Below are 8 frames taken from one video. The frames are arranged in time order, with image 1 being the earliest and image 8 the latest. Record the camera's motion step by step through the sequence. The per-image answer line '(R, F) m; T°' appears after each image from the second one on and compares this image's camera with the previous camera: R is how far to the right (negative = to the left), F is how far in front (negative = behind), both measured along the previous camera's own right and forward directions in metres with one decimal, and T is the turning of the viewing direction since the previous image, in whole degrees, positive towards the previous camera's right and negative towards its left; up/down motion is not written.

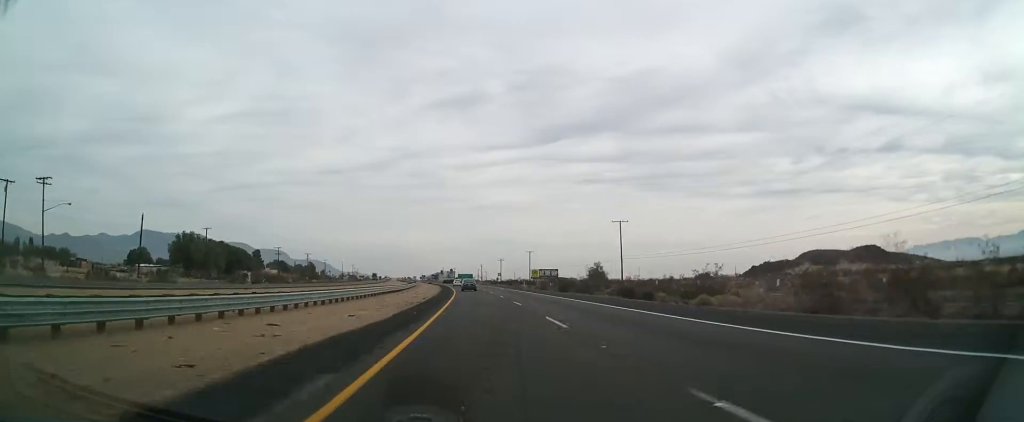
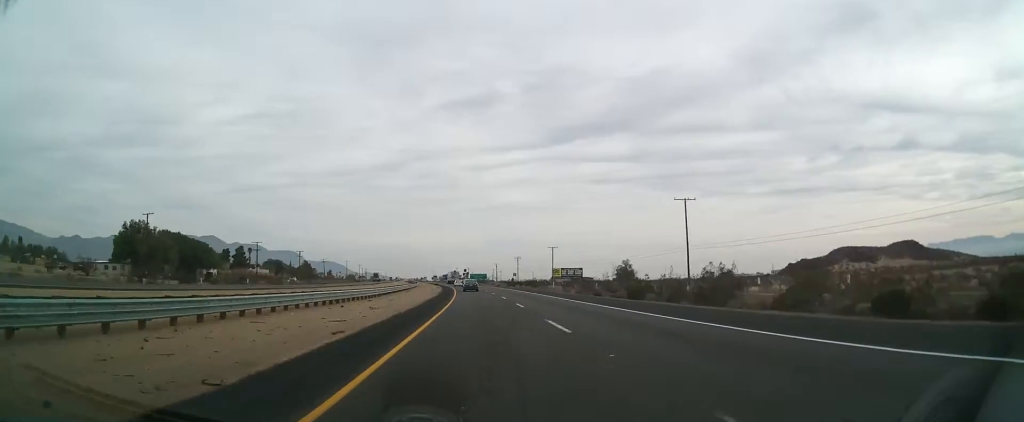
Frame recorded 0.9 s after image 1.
(-0.1, +30.4) m; -1°
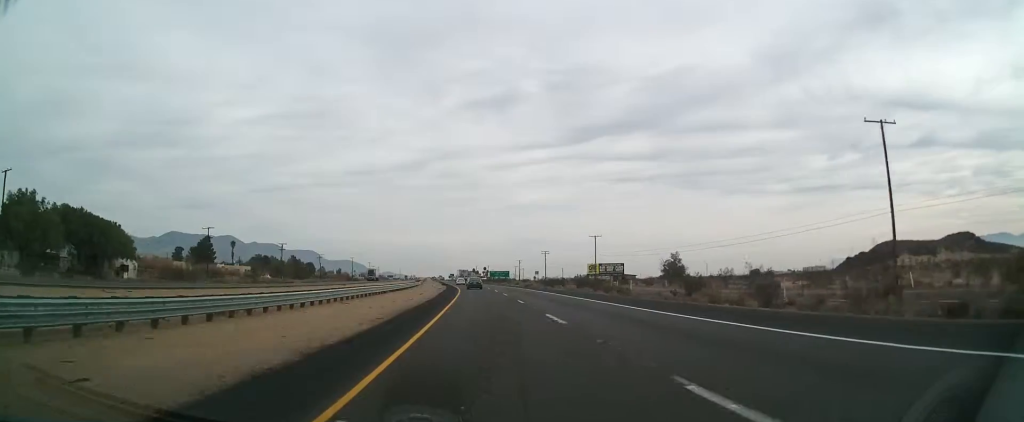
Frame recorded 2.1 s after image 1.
(-0.9, +41.7) m; -2°
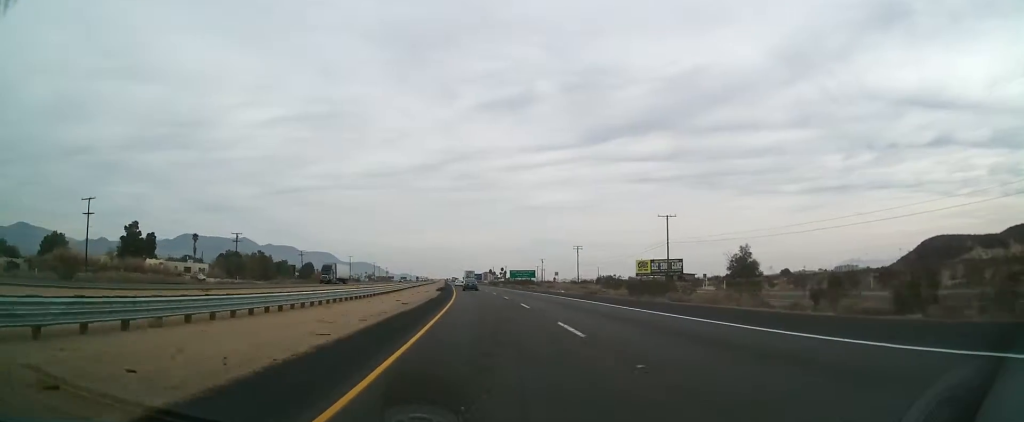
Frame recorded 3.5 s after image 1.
(-0.4, +47.4) m; -1°
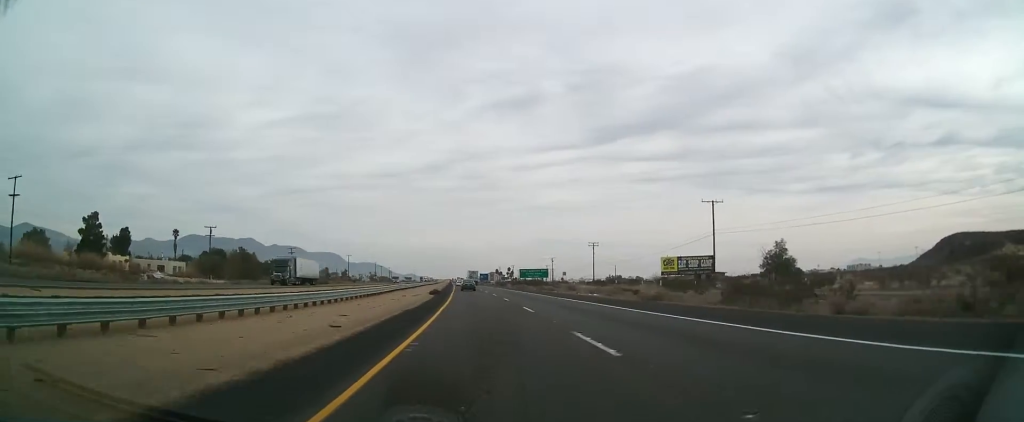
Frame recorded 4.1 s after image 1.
(-0.2, +18.1) m; -1°
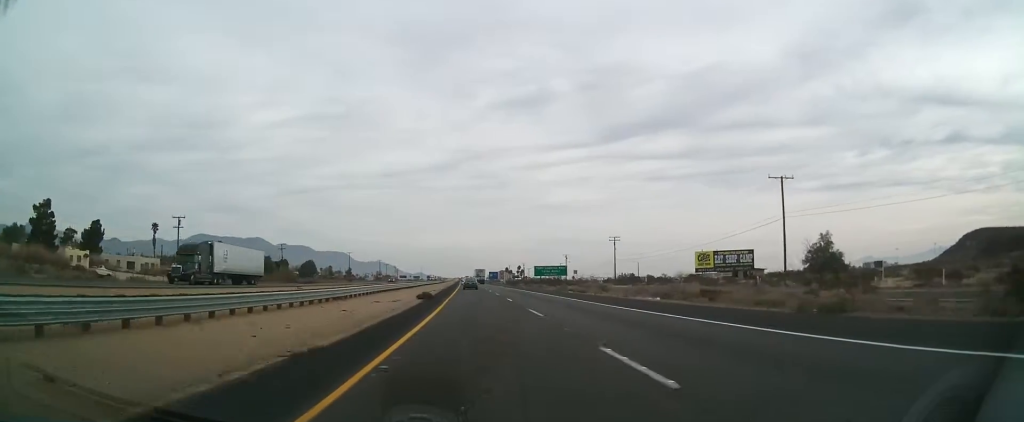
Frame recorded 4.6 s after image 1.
(0.0, +18.1) m; -1°
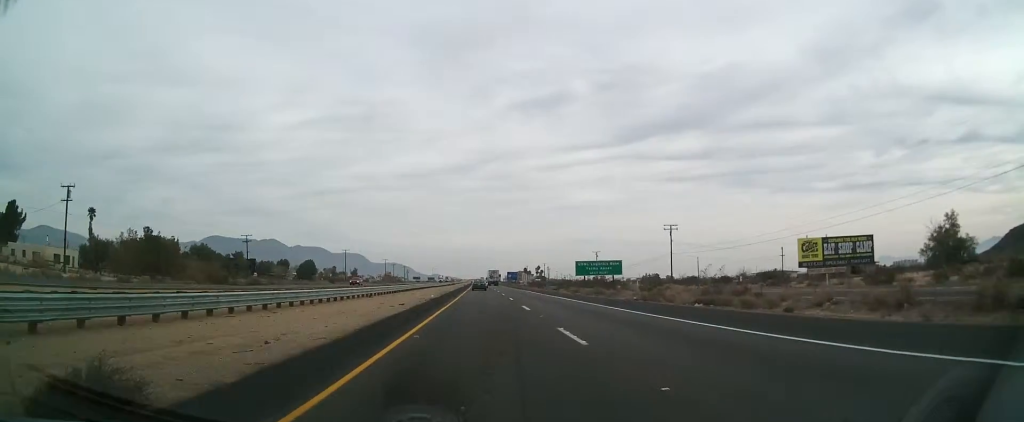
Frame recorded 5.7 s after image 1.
(-0.6, +38.5) m; -1°
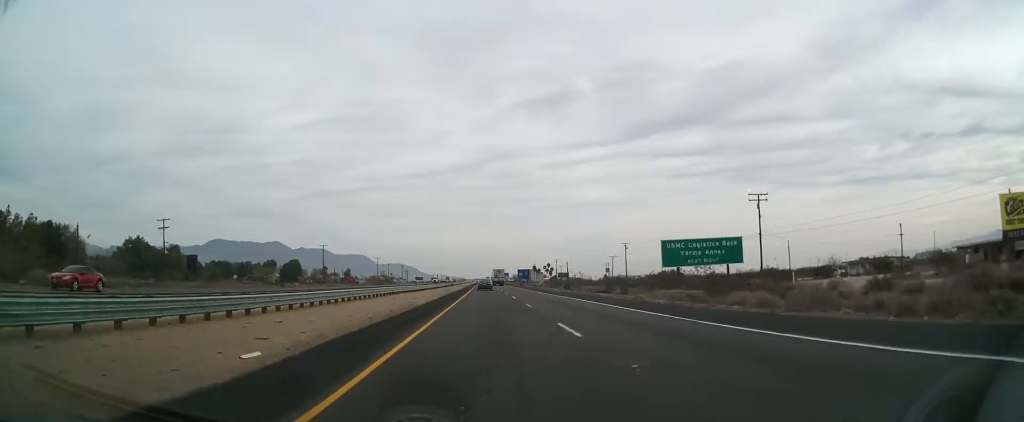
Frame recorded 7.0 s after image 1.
(-0.3, +41.9) m; -1°
